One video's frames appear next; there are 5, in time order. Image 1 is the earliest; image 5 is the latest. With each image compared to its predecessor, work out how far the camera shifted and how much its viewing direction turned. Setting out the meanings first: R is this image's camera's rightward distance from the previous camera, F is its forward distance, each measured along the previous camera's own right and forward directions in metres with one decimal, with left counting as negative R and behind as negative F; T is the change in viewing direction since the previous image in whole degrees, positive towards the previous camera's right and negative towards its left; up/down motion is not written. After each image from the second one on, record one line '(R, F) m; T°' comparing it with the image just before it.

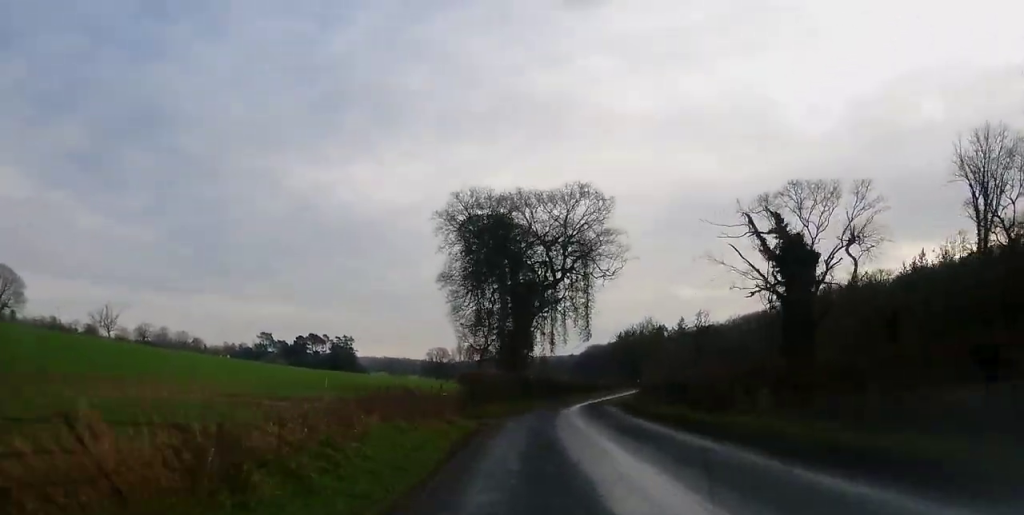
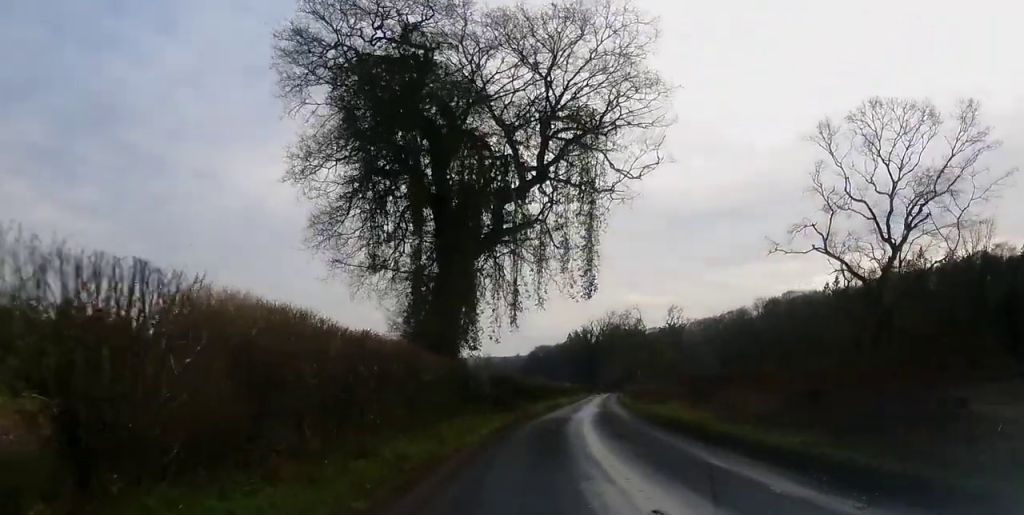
(+0.4, +30.6) m; +4°
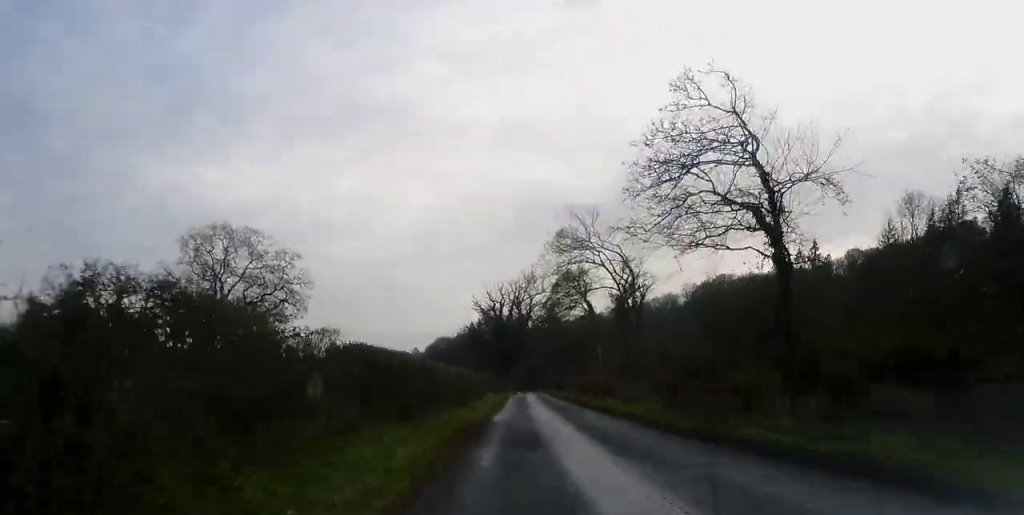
(+6.7, +66.7) m; +7°
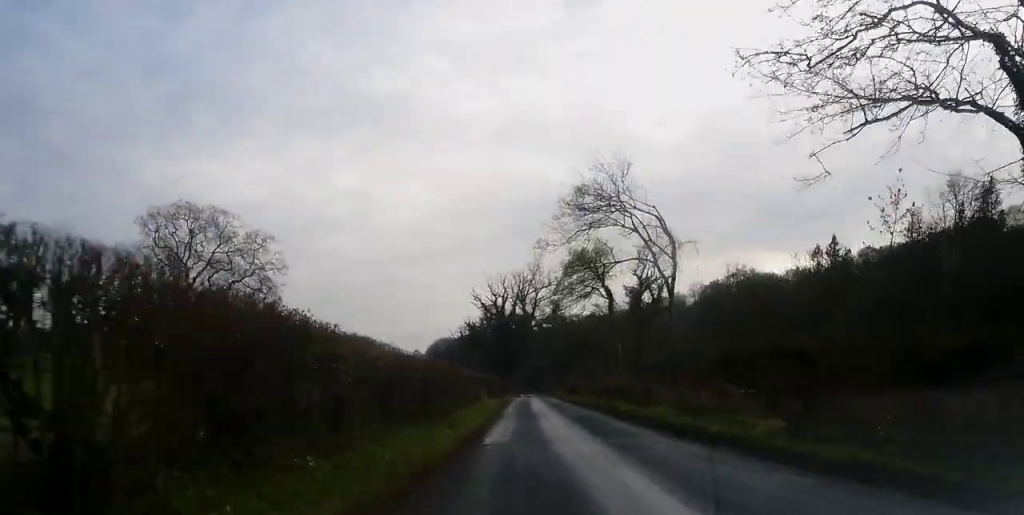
(0.0, +12.0) m; 0°
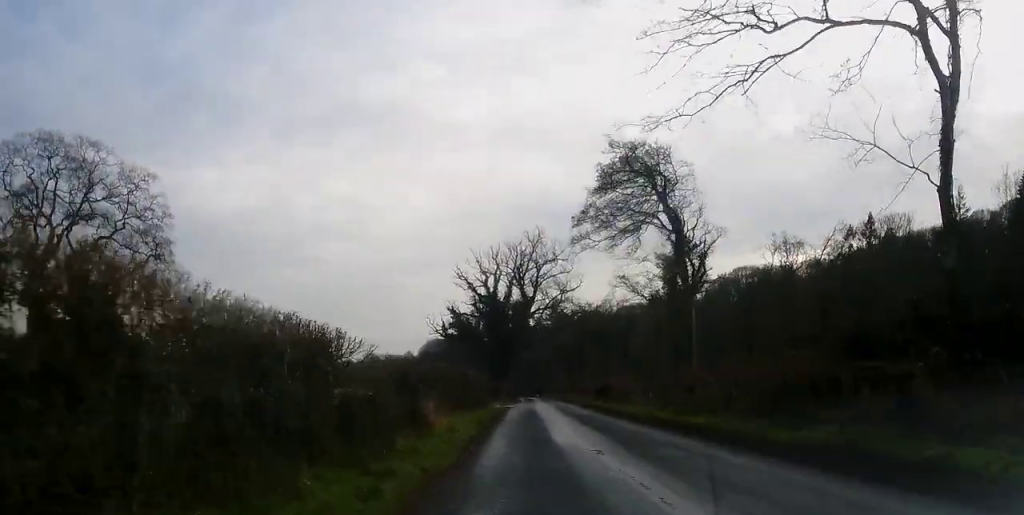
(0.0, +27.1) m; 0°
